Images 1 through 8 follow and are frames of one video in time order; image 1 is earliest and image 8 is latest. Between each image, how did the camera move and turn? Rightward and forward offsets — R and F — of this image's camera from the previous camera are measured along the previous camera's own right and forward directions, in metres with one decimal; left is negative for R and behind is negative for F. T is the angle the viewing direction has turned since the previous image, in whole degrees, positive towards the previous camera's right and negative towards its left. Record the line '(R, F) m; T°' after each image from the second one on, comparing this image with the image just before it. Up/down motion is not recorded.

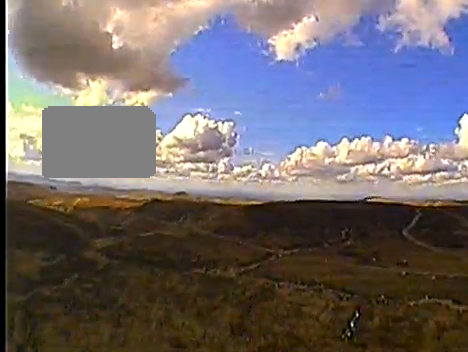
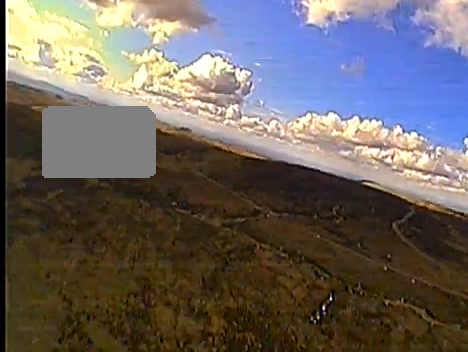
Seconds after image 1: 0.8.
(+0.5, +13.0) m; +10°
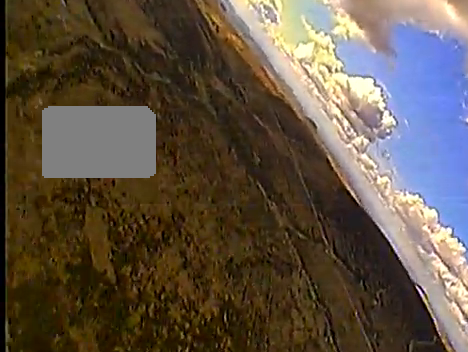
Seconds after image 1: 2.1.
(+5.1, +24.6) m; +16°
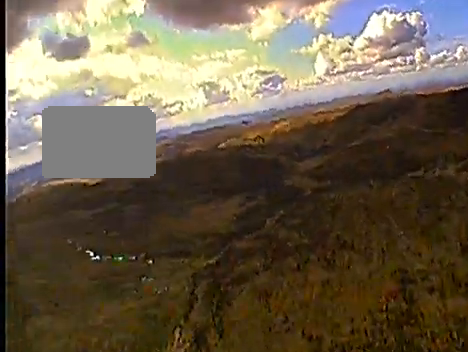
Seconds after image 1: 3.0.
(+0.4, +20.0) m; -4°
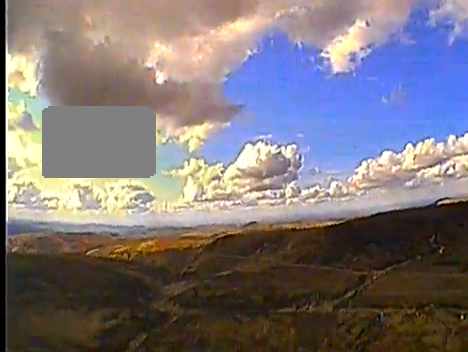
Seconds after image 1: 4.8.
(-4.5, +32.9) m; -8°
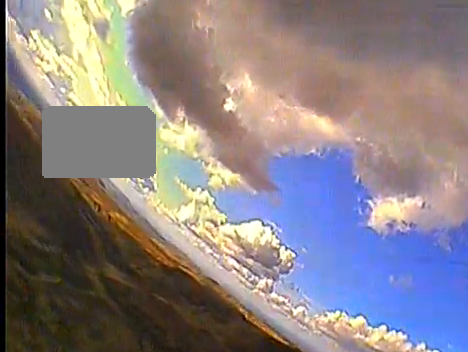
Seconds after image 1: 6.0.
(+2.1, +21.5) m; +13°
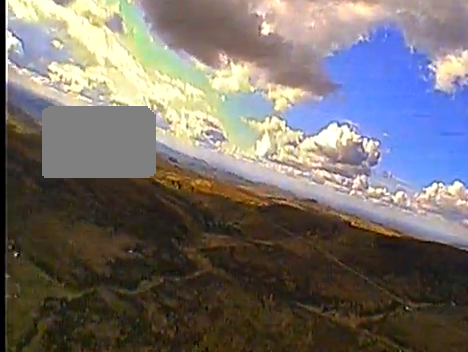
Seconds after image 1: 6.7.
(+0.8, +12.3) m; +7°
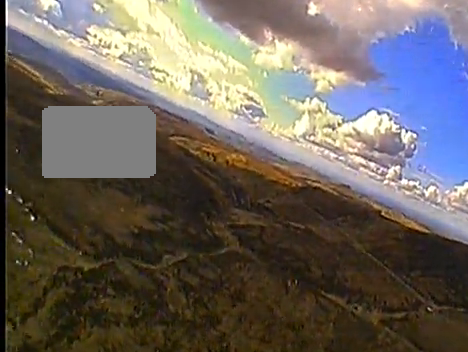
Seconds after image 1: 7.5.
(+0.4, +15.7) m; +8°
